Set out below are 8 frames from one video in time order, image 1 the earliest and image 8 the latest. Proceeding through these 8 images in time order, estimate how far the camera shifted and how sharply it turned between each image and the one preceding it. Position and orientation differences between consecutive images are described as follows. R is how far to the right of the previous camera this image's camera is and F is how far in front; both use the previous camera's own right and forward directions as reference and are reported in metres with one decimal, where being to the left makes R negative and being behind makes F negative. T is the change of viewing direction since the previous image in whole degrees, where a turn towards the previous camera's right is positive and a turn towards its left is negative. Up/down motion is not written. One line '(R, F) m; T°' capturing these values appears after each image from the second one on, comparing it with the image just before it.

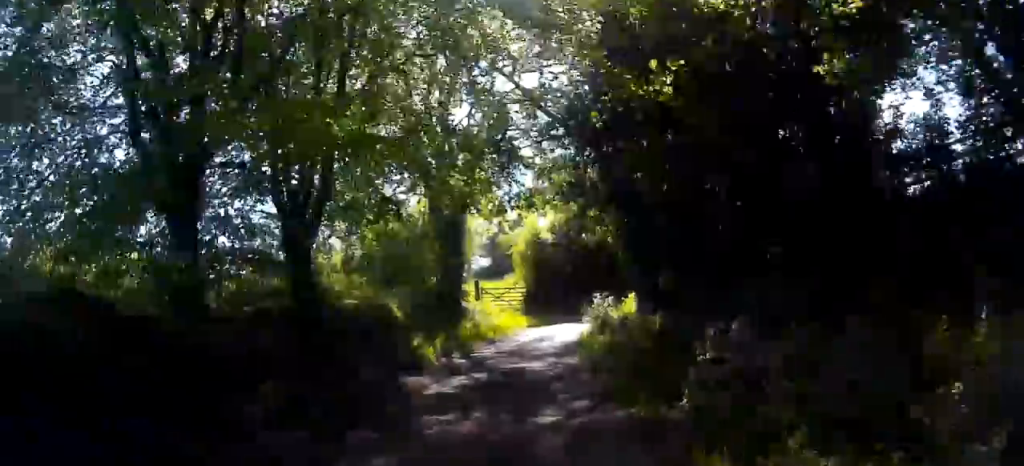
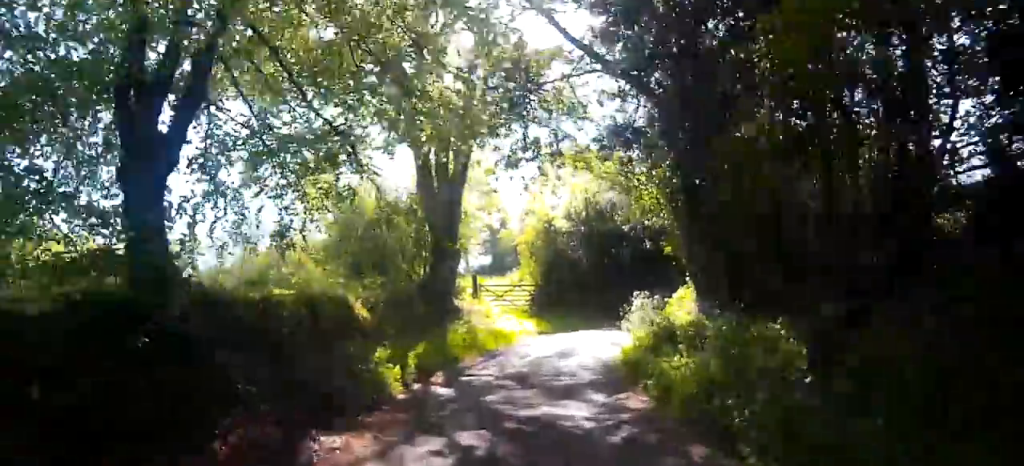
(0.0, +6.8) m; 0°
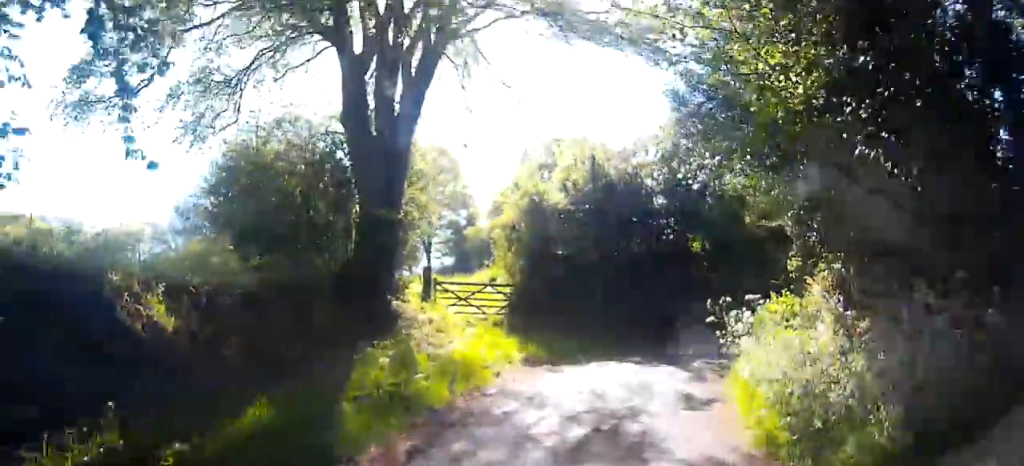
(+0.1, +9.8) m; +5°
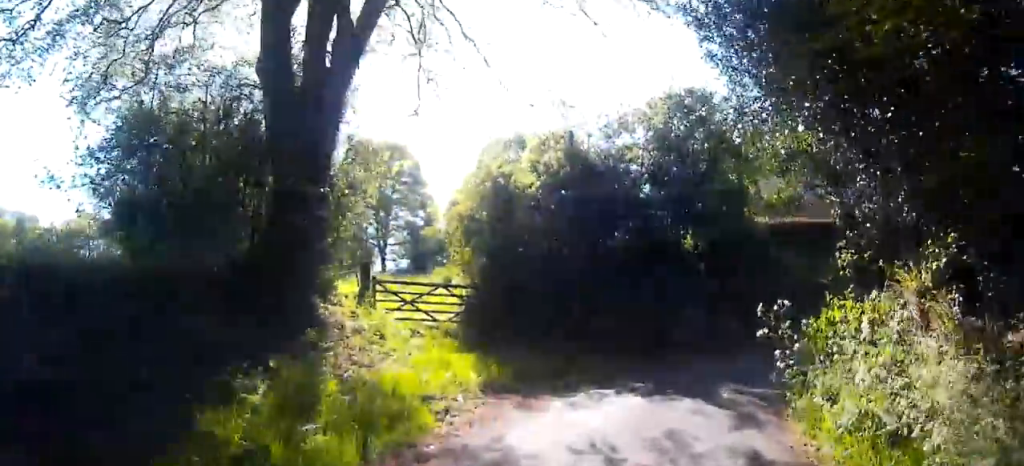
(0.0, +4.1) m; +5°
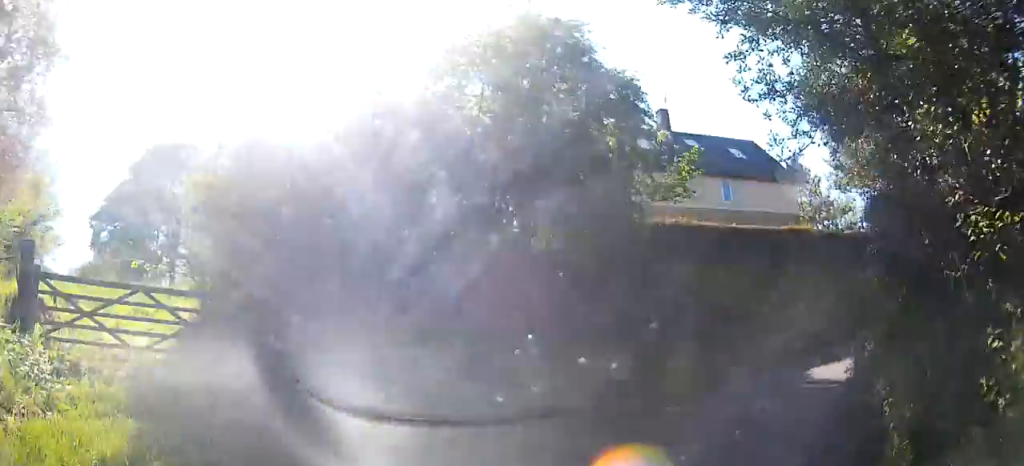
(+1.1, +7.3) m; +15°
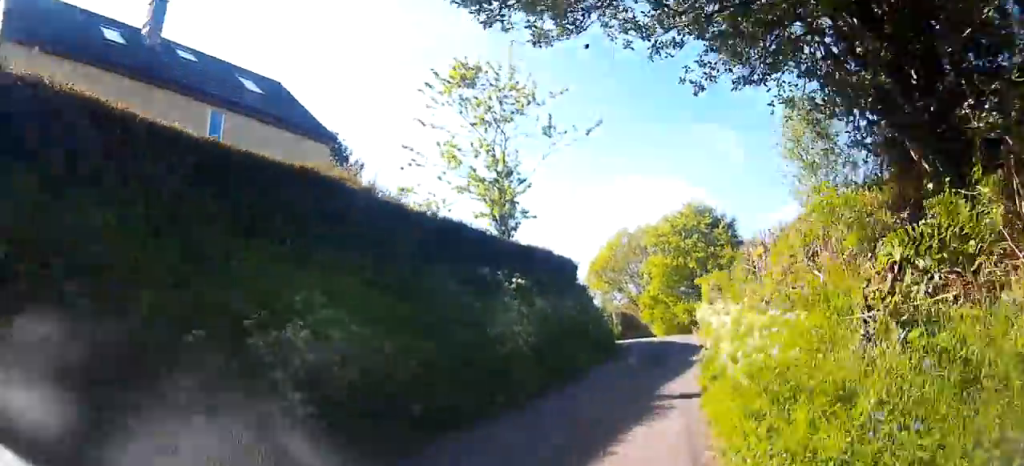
(+3.8, +11.5) m; +40°
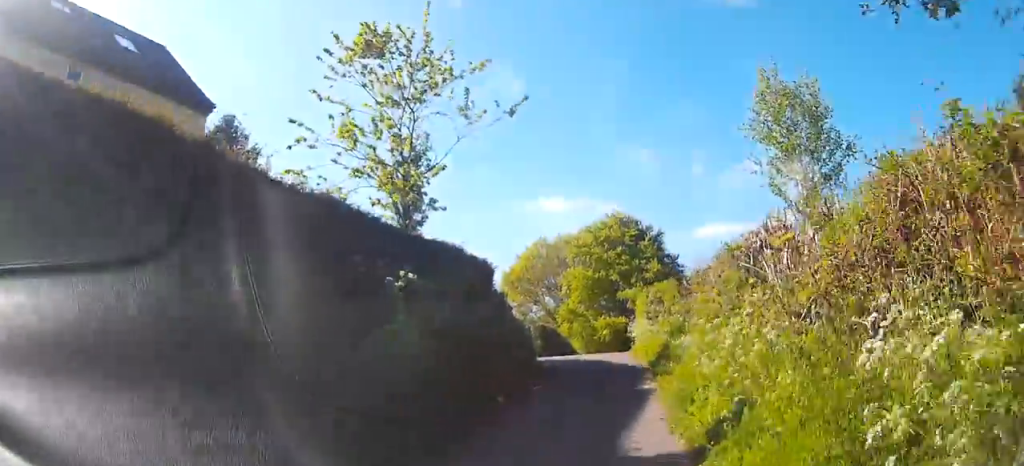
(+0.2, +3.7) m; +13°
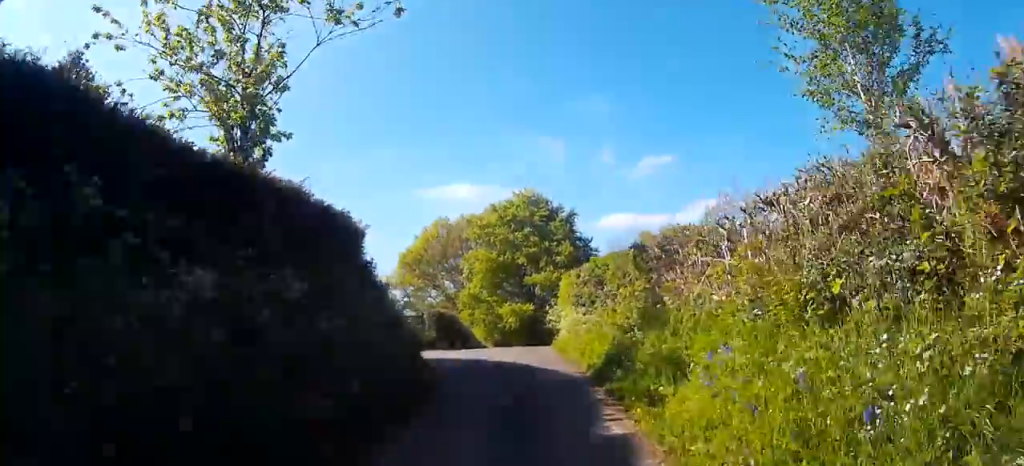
(+1.1, +5.9) m; +22°
